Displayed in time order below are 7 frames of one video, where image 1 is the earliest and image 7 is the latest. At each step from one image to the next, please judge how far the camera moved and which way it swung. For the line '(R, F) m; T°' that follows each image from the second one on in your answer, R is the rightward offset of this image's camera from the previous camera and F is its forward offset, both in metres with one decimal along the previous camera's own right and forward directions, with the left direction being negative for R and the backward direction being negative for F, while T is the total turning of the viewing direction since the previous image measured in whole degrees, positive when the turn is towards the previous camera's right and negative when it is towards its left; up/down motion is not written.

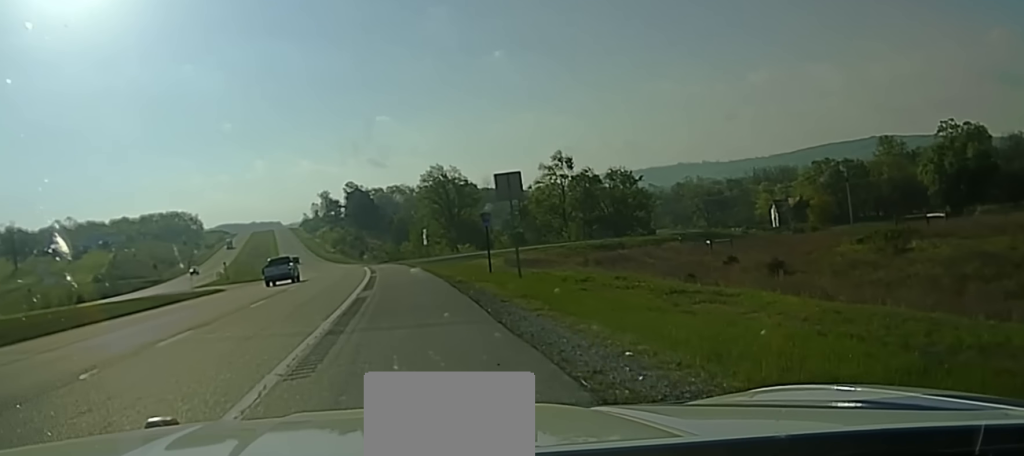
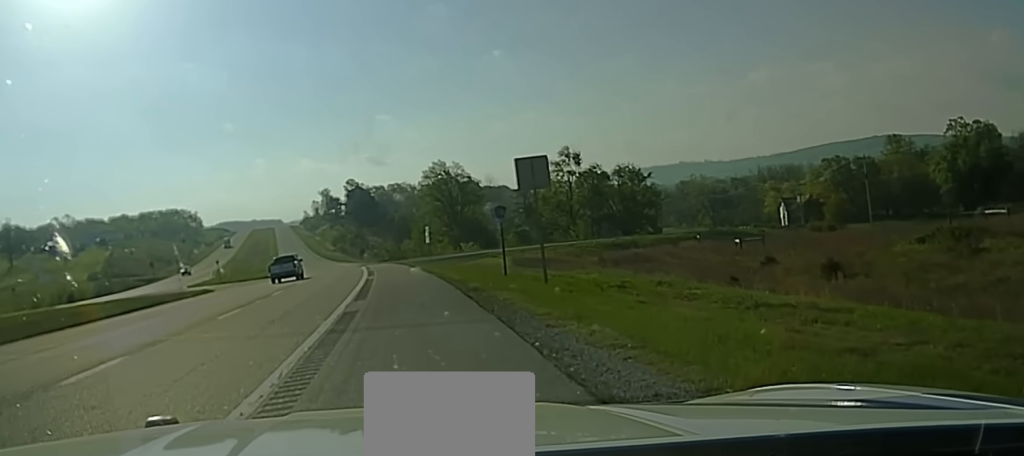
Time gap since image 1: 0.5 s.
(+0.1, +5.9) m; 0°
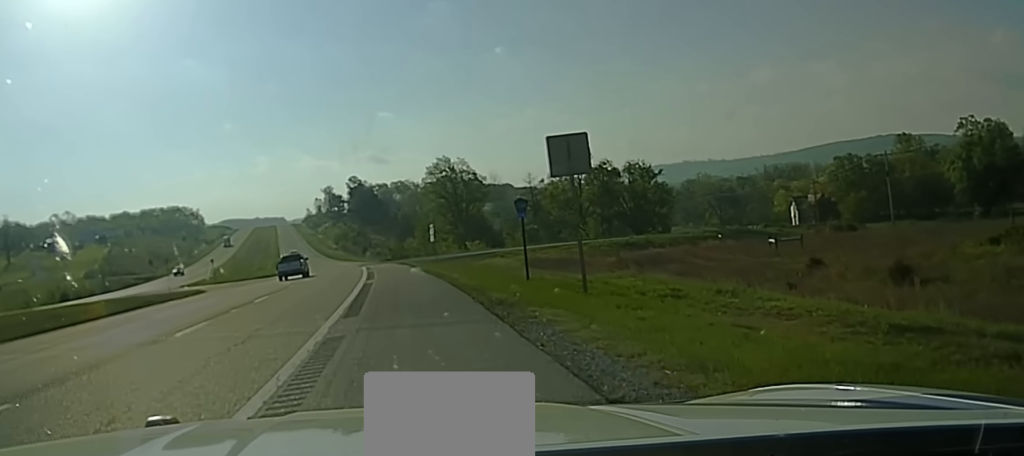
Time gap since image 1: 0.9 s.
(-0.1, +5.3) m; 0°
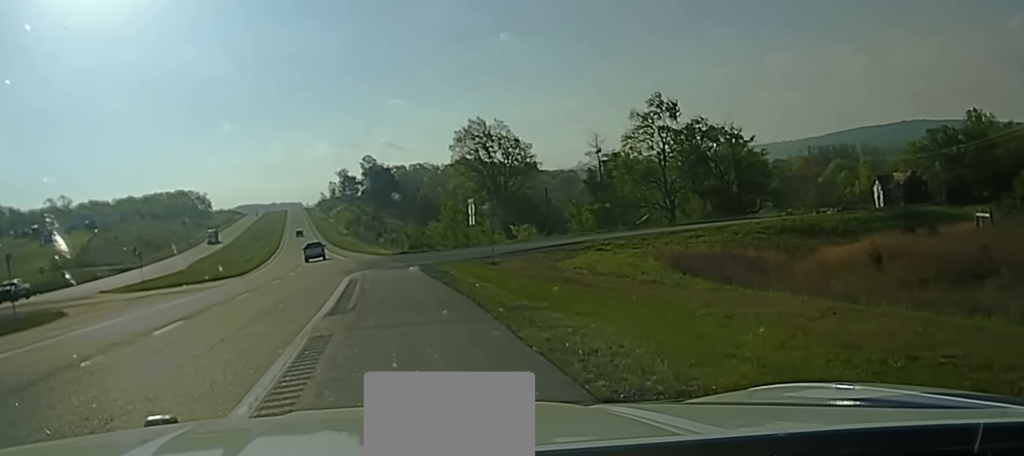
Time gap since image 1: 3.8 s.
(-0.5, +36.8) m; -3°
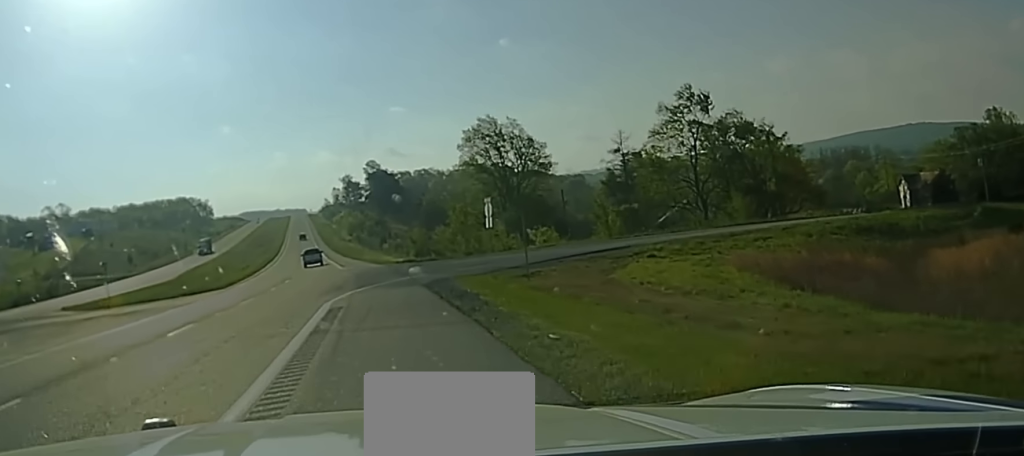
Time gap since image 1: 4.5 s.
(-0.4, +9.4) m; 0°
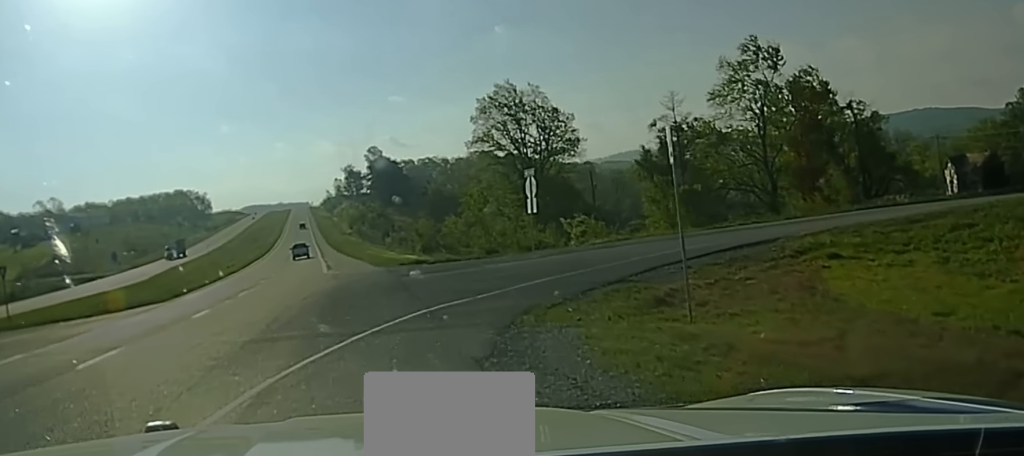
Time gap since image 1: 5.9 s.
(+0.8, +17.7) m; +3°
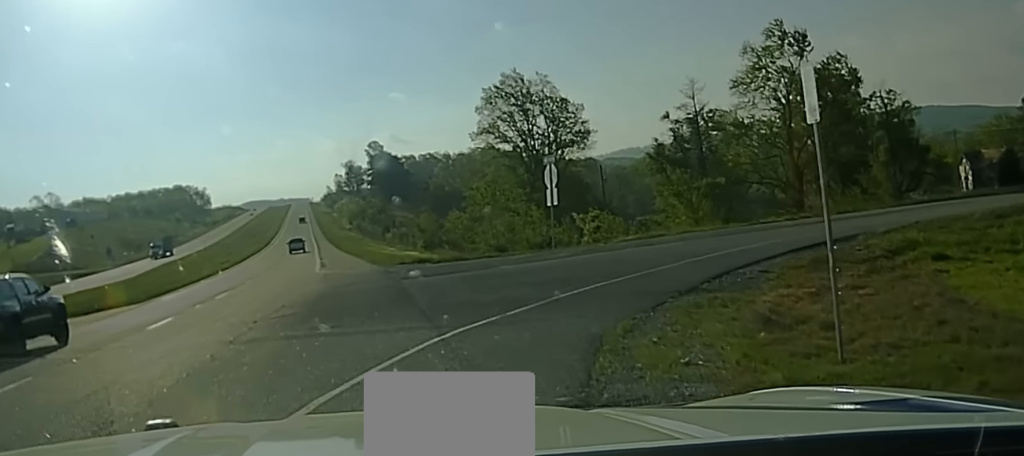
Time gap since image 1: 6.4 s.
(+0.1, +5.8) m; -1°
